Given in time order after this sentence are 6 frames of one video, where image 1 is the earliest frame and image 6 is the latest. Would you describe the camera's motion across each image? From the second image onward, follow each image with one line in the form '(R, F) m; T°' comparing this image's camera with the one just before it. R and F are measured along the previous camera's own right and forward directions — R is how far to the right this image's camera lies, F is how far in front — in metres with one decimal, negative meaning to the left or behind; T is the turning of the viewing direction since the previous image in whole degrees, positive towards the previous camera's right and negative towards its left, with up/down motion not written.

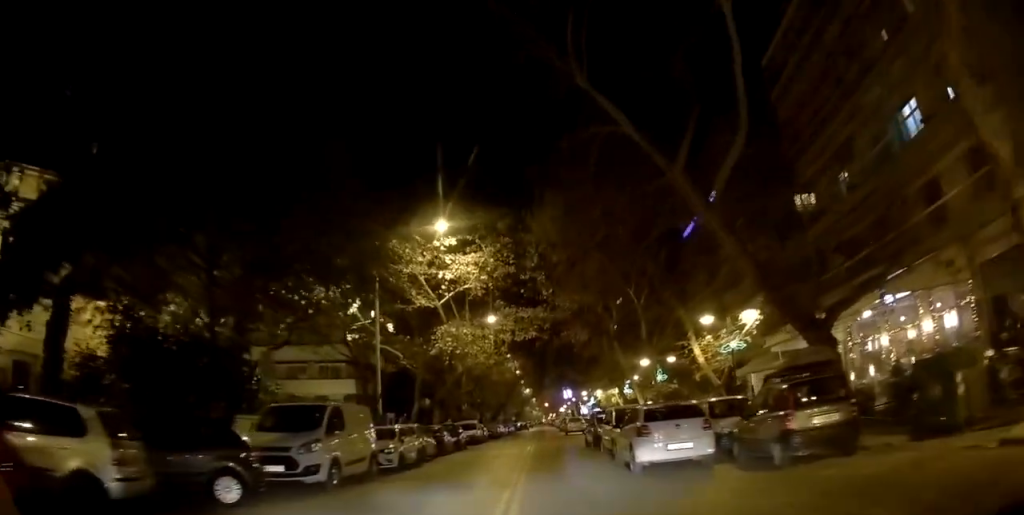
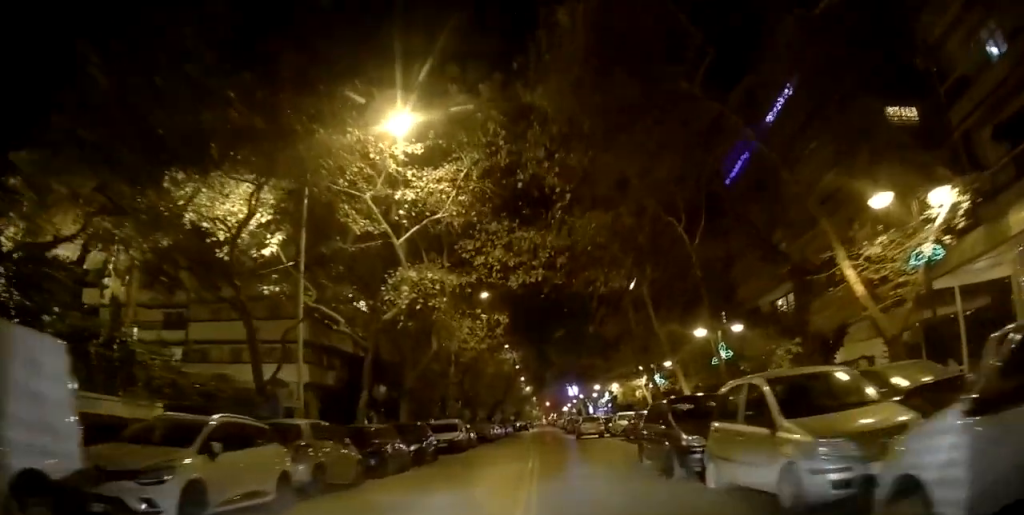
(-0.4, +11.2) m; 0°
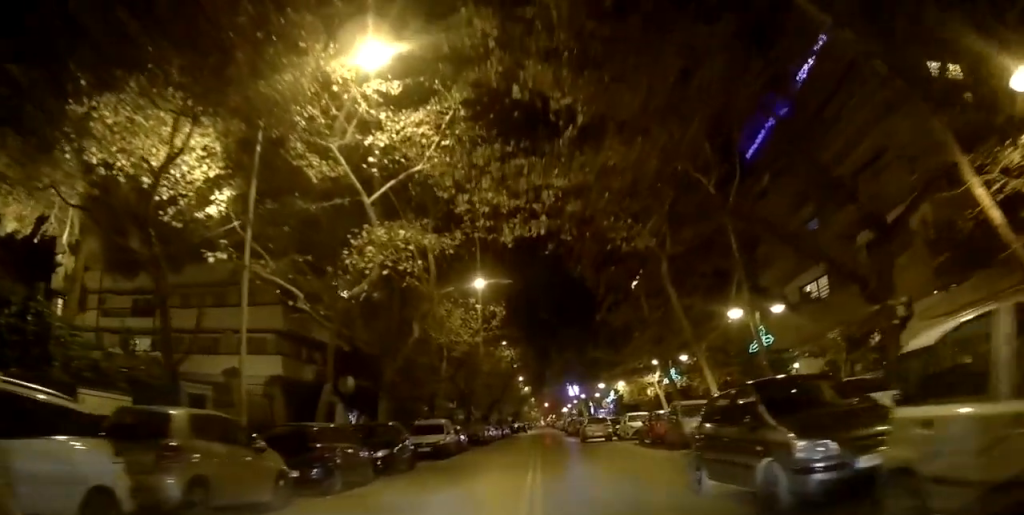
(0.0, +4.5) m; +2°
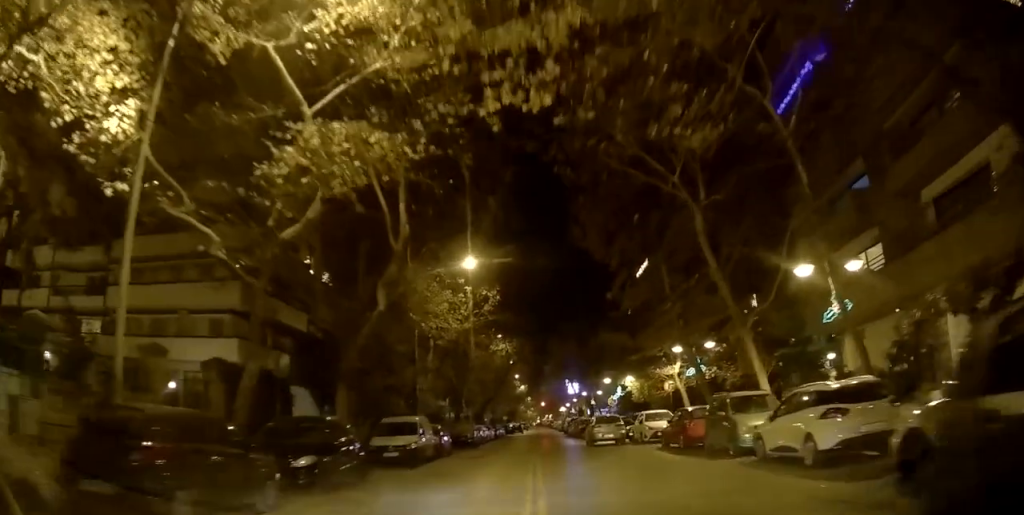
(+0.2, +5.7) m; +1°
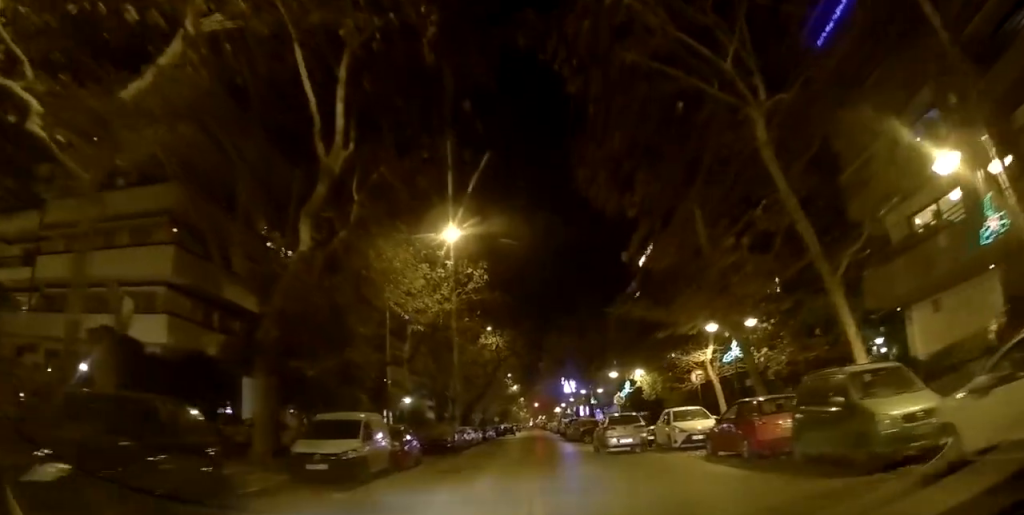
(+0.1, +6.4) m; +1°
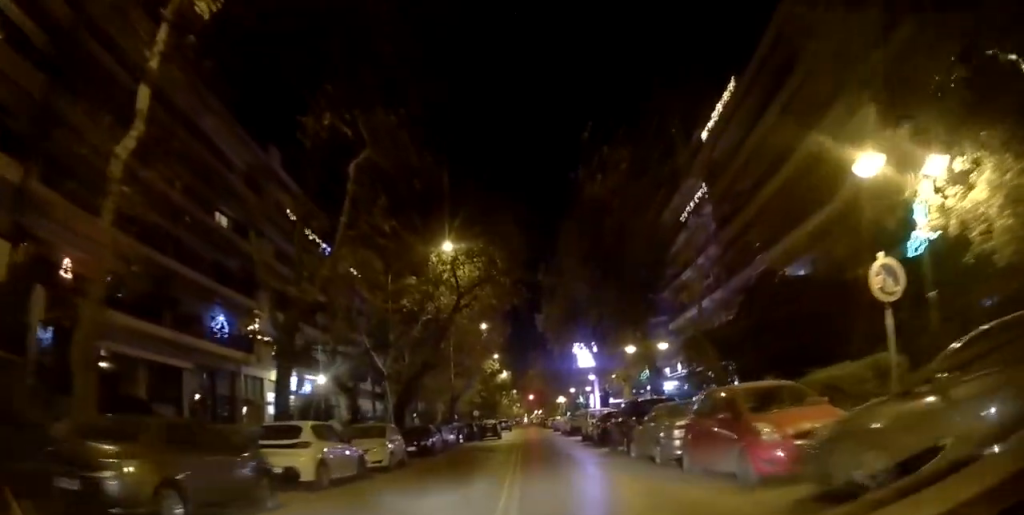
(-0.2, +29.1) m; +1°
